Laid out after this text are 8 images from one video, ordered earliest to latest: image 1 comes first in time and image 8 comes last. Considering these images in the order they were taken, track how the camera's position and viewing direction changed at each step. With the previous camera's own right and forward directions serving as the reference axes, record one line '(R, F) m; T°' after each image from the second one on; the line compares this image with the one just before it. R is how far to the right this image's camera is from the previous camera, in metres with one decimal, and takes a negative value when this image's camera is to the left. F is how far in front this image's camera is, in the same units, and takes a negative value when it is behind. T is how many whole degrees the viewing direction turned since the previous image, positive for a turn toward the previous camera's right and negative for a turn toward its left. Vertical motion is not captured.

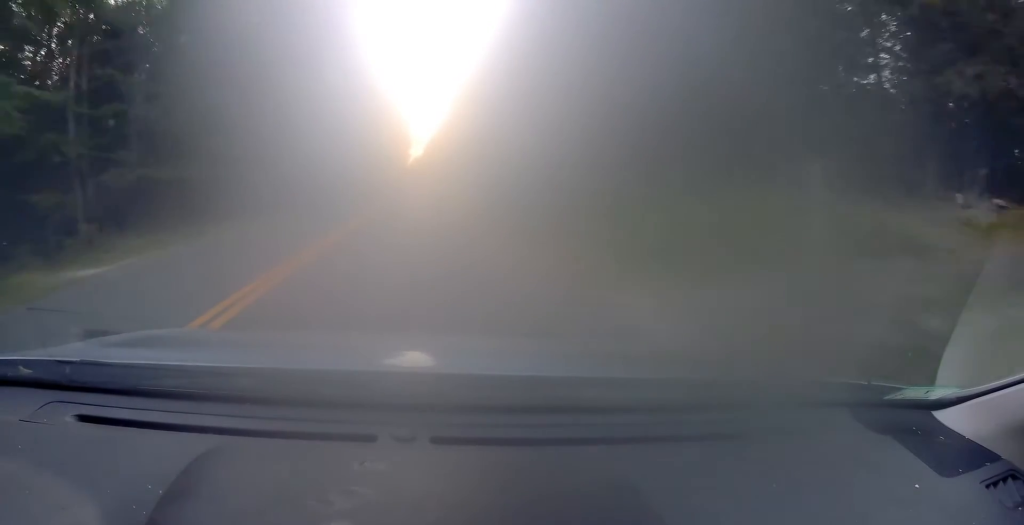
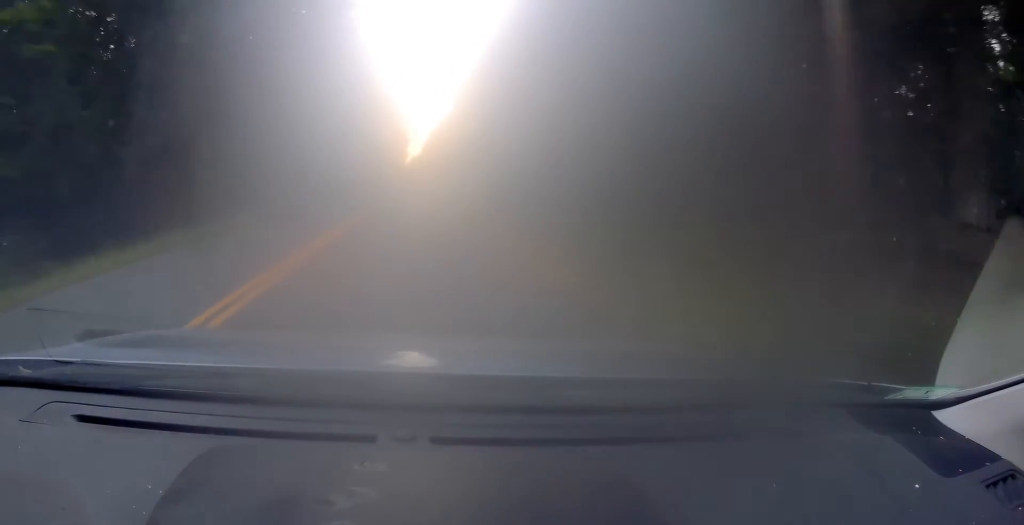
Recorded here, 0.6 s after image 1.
(+0.2, +13.2) m; +1°
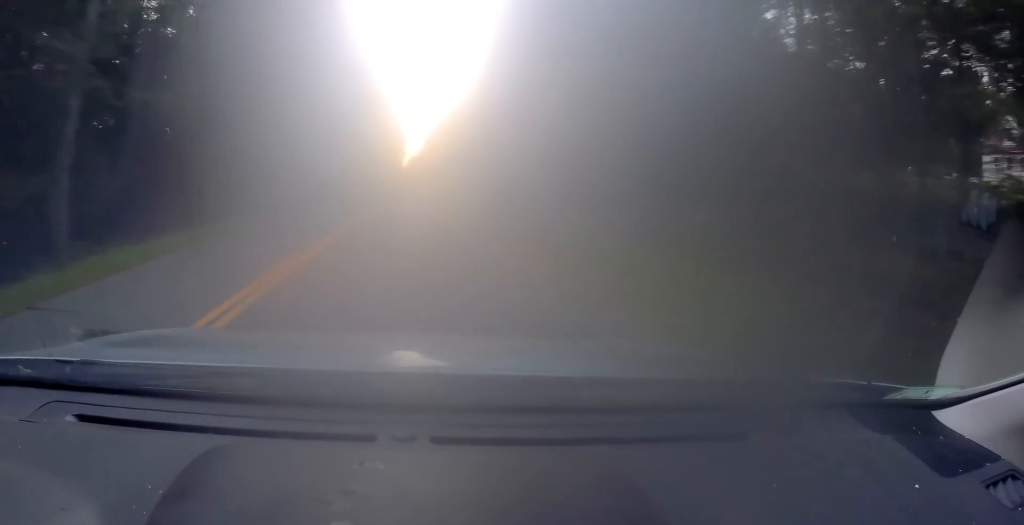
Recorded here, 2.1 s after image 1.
(+0.2, +35.7) m; -1°
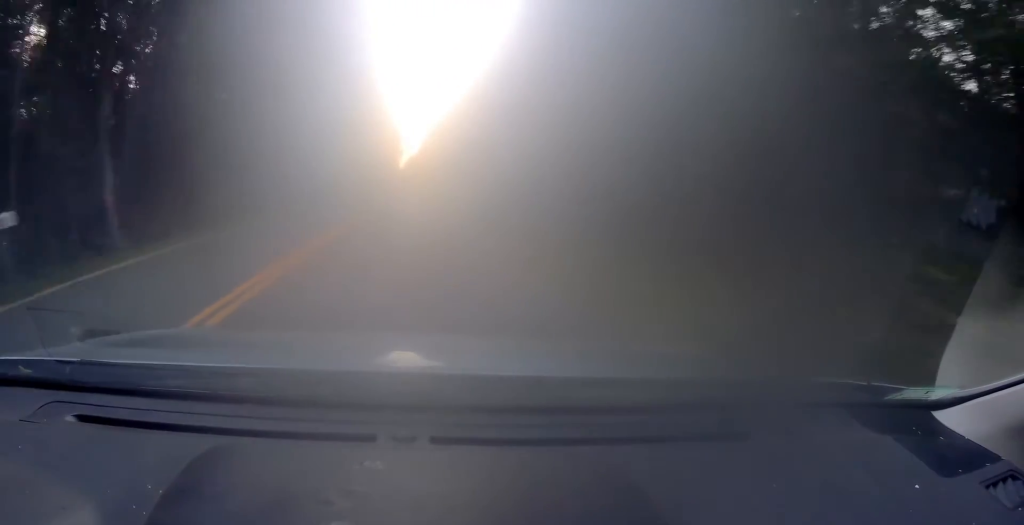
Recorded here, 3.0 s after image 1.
(-0.4, +19.7) m; -1°
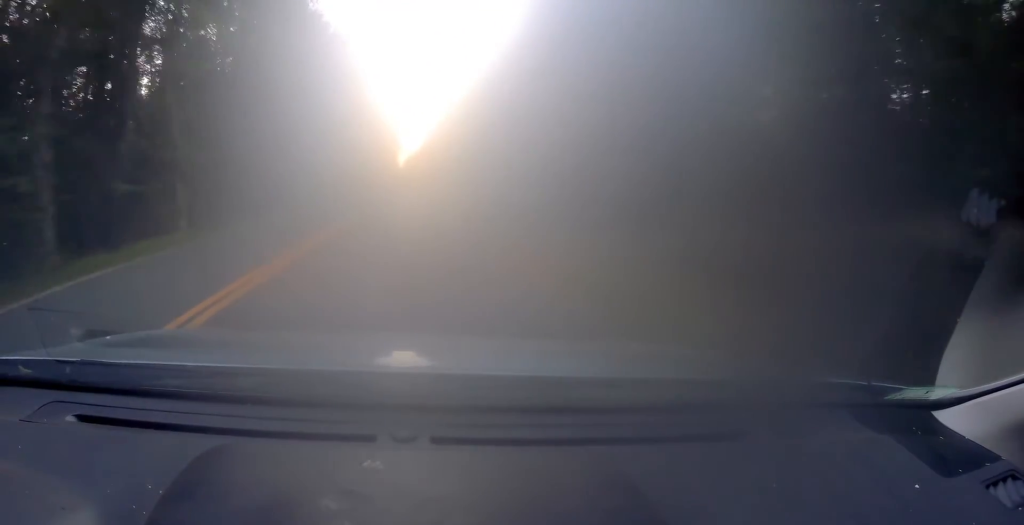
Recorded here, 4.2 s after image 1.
(0.0, +26.2) m; -1°
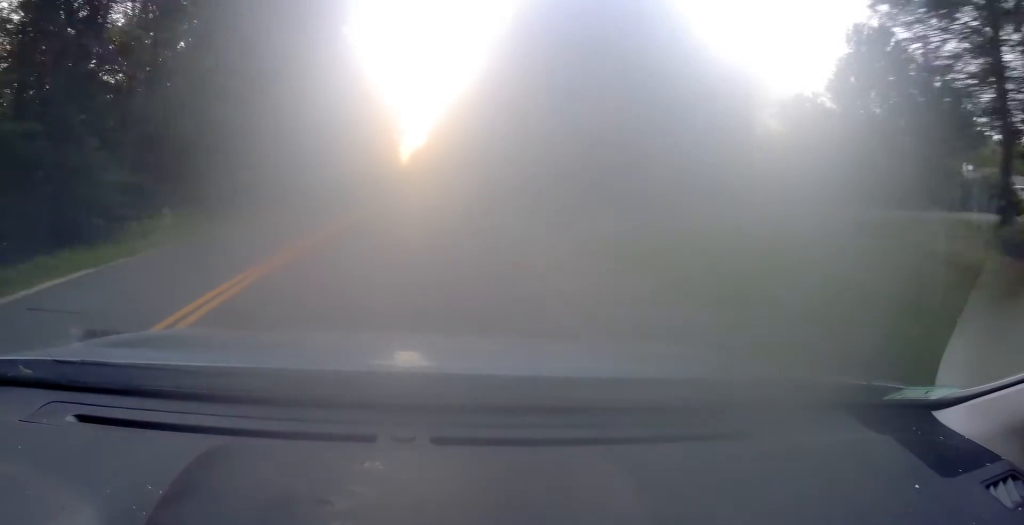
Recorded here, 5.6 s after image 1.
(-0.5, +29.8) m; 0°
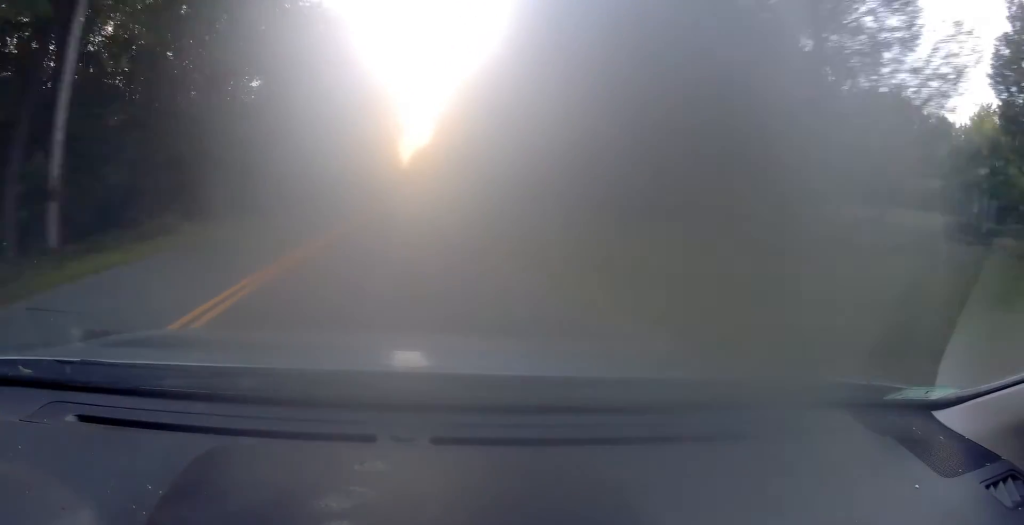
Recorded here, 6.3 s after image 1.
(+0.2, +16.0) m; +1°
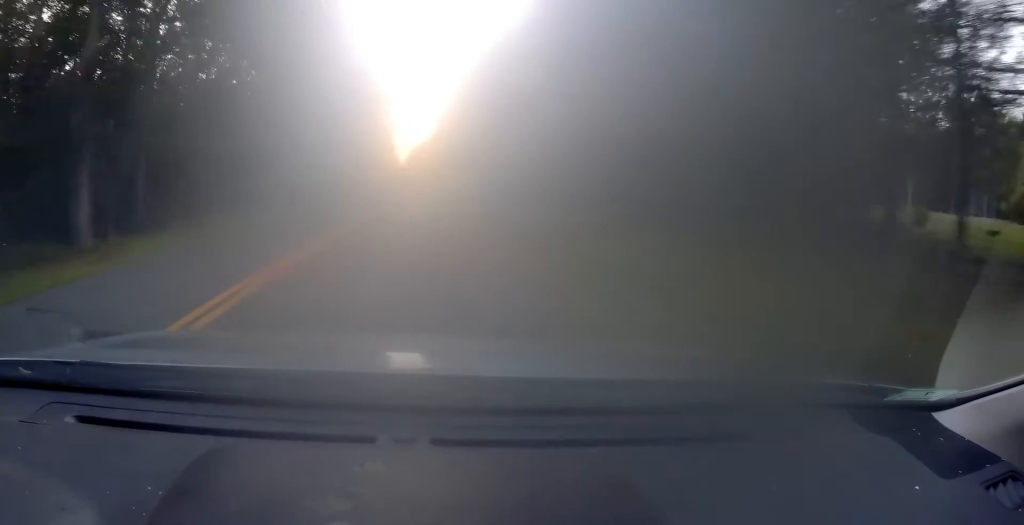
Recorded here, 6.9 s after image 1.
(+0.2, +12.4) m; 0°
